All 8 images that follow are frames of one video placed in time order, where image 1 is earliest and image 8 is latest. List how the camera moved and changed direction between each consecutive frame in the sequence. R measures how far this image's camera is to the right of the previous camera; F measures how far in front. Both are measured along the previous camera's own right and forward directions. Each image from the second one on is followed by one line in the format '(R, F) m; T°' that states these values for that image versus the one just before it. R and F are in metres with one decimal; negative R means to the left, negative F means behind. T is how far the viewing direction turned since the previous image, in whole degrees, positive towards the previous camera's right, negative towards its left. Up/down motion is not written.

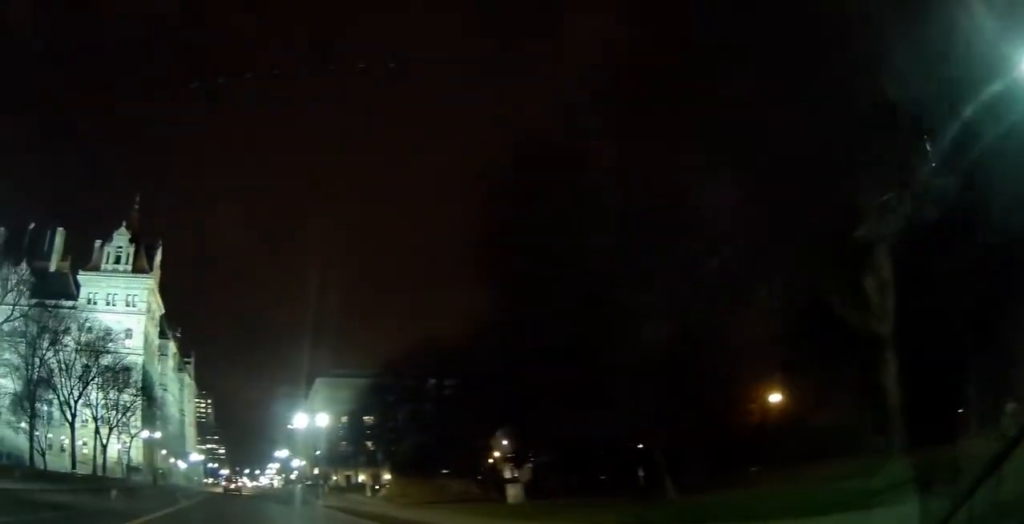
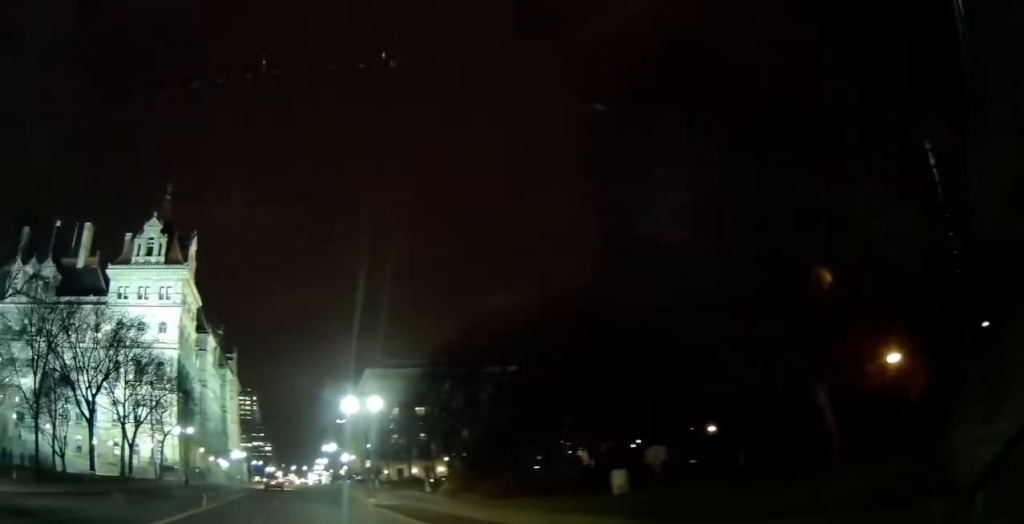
(-0.4, +7.0) m; -2°
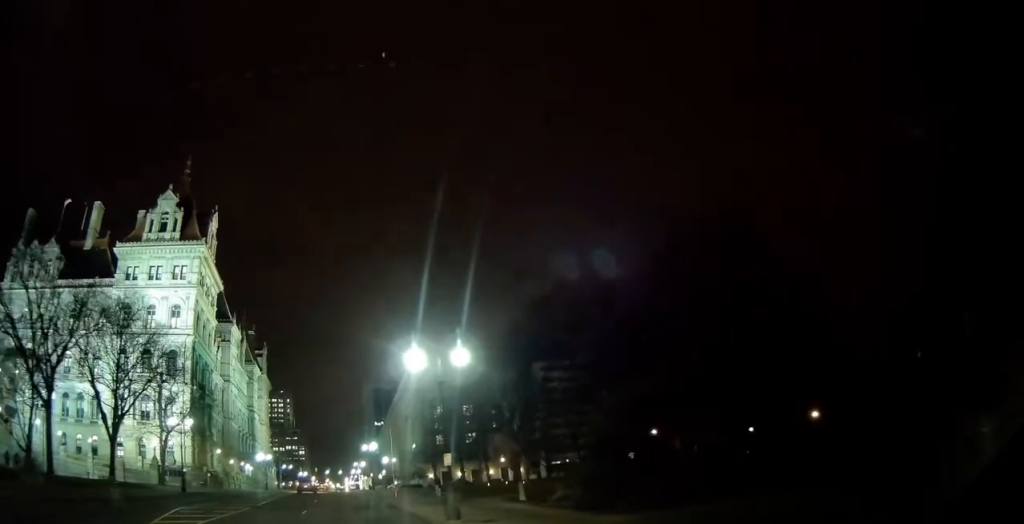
(-0.4, +16.8) m; -1°
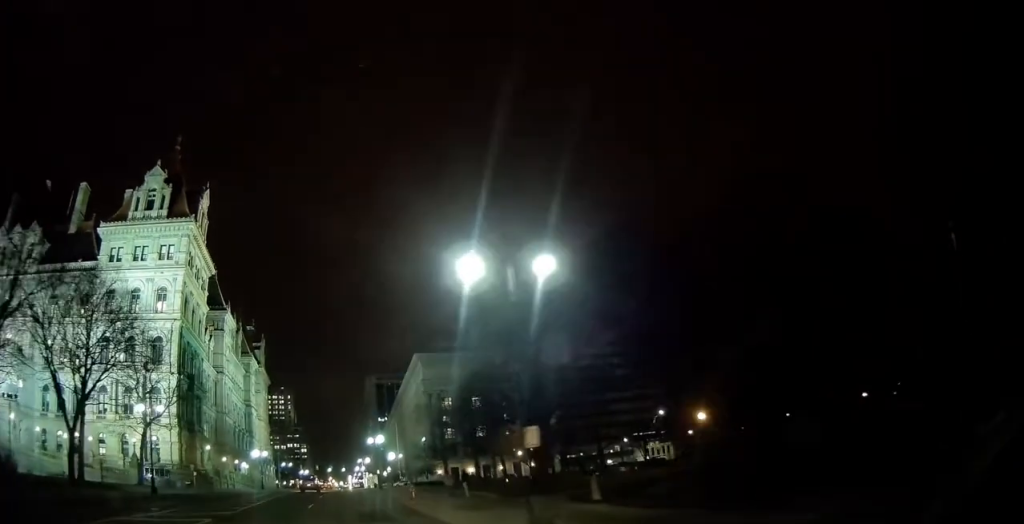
(+0.1, +10.2) m; 0°
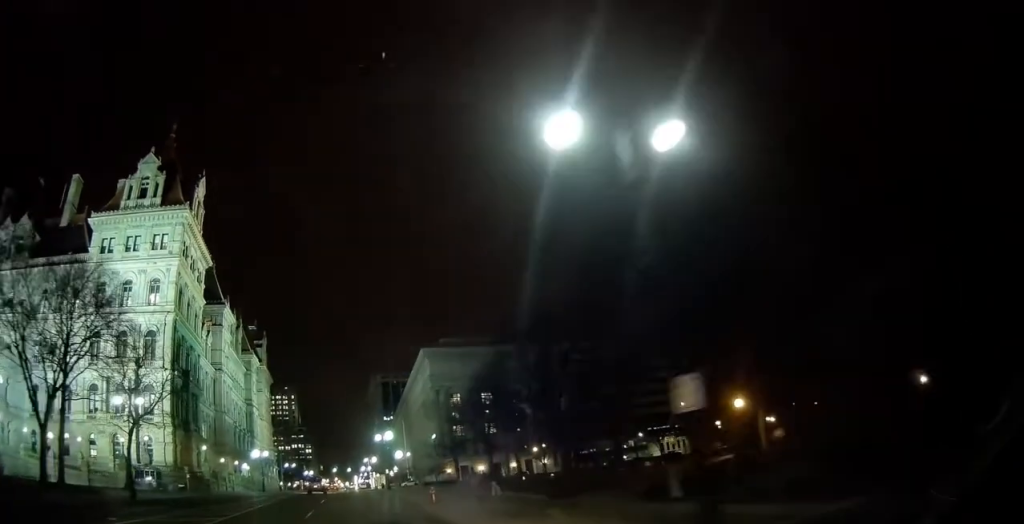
(0.0, +6.0) m; 0°
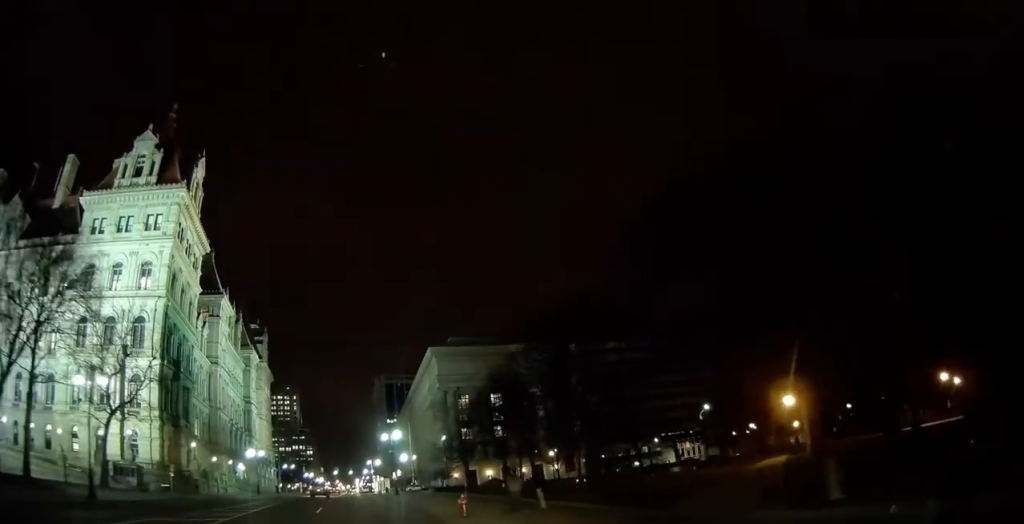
(-0.1, +7.4) m; -1°
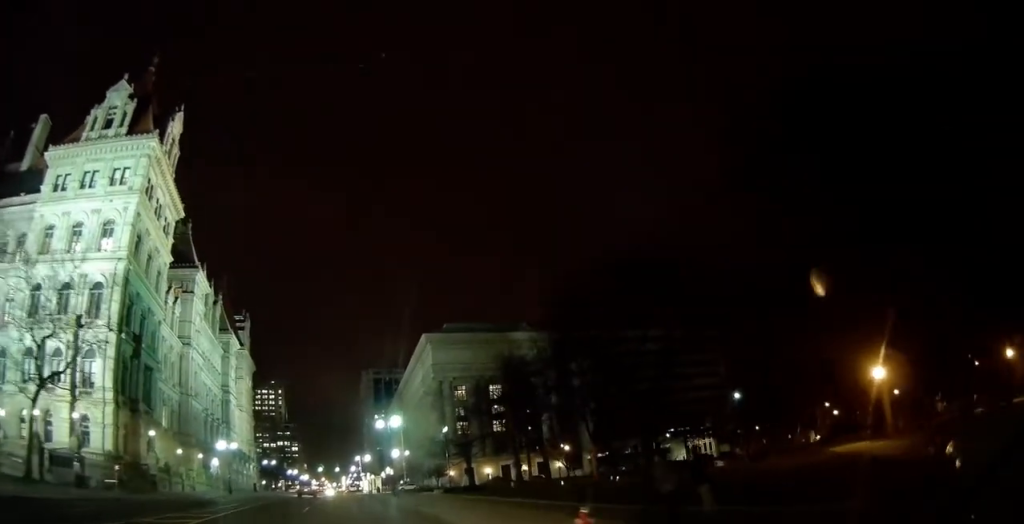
(-0.1, +12.9) m; +1°
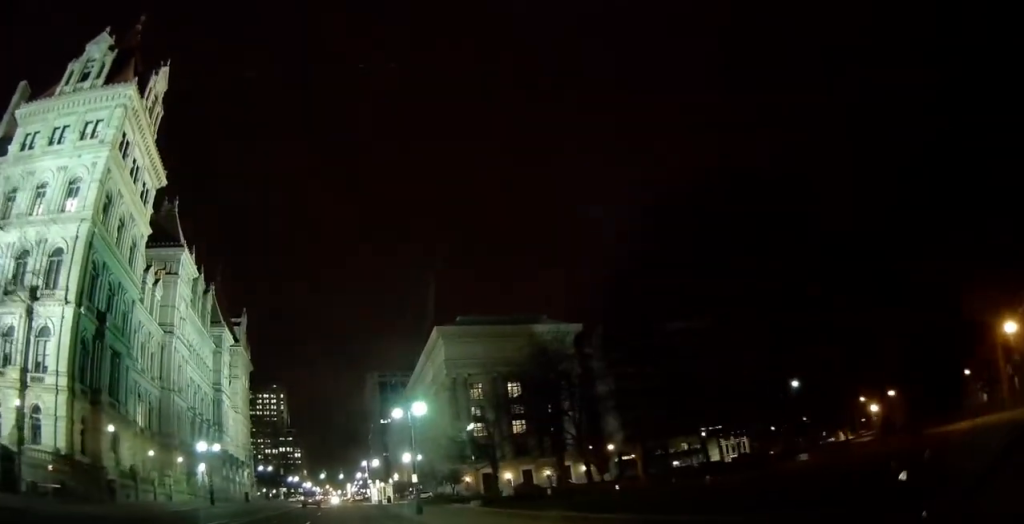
(+0.3, +13.8) m; +1°
